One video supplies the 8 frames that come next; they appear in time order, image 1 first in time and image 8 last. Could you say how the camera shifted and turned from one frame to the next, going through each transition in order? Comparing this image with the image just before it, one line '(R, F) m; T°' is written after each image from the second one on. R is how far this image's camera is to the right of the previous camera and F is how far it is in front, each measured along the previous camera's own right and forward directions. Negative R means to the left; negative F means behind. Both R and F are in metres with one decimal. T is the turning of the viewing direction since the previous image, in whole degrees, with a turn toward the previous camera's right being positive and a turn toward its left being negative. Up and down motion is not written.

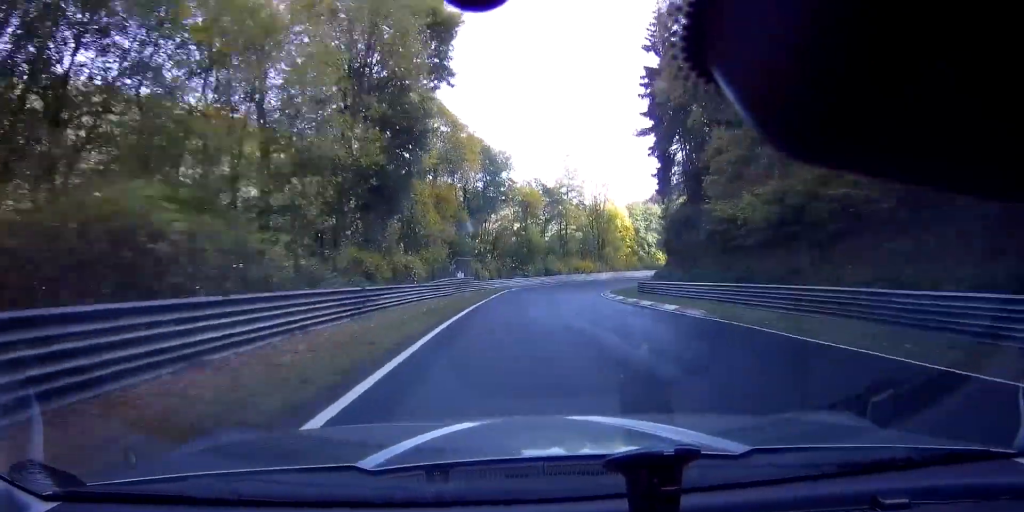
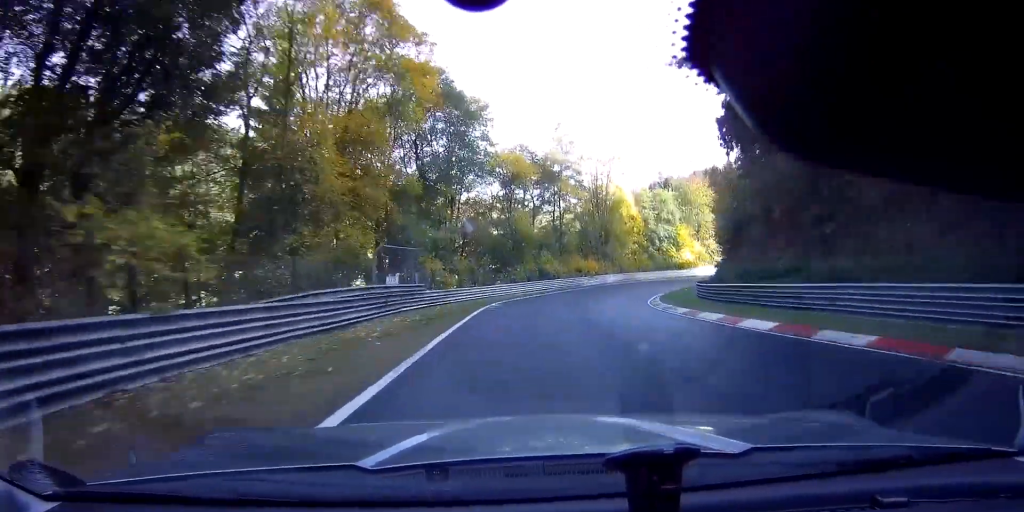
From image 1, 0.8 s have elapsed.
(+0.4, +21.9) m; +5°
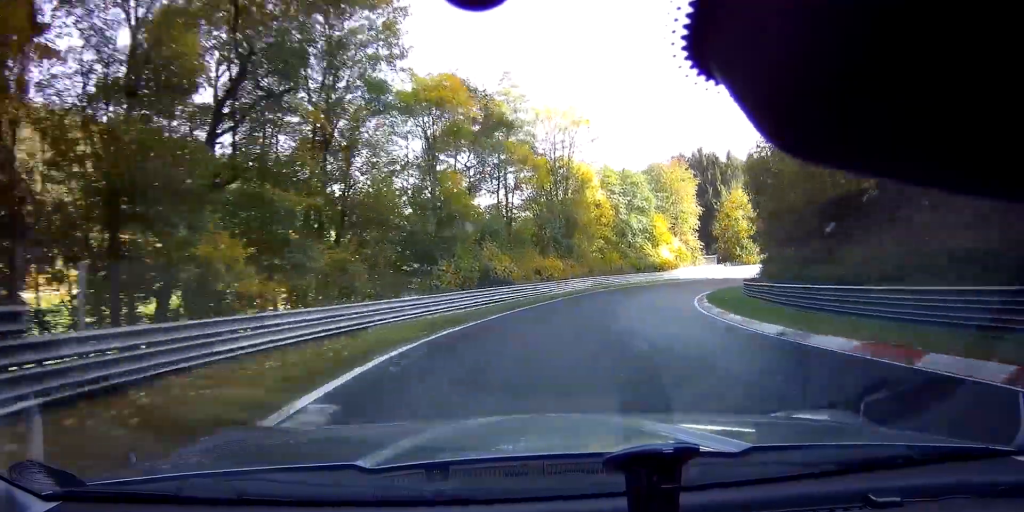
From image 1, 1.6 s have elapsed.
(+1.0, +21.4) m; +9°
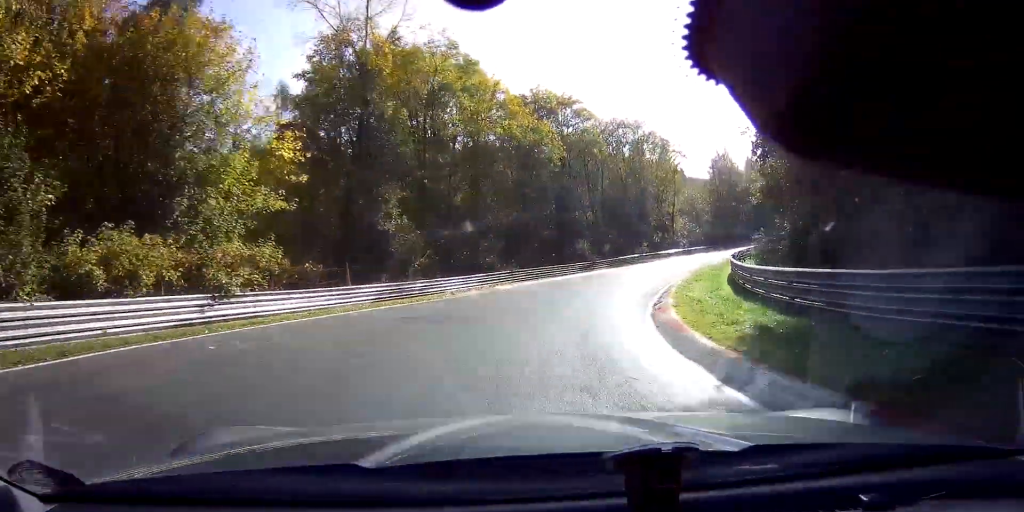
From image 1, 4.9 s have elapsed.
(+42.7, +49.6) m; +72°
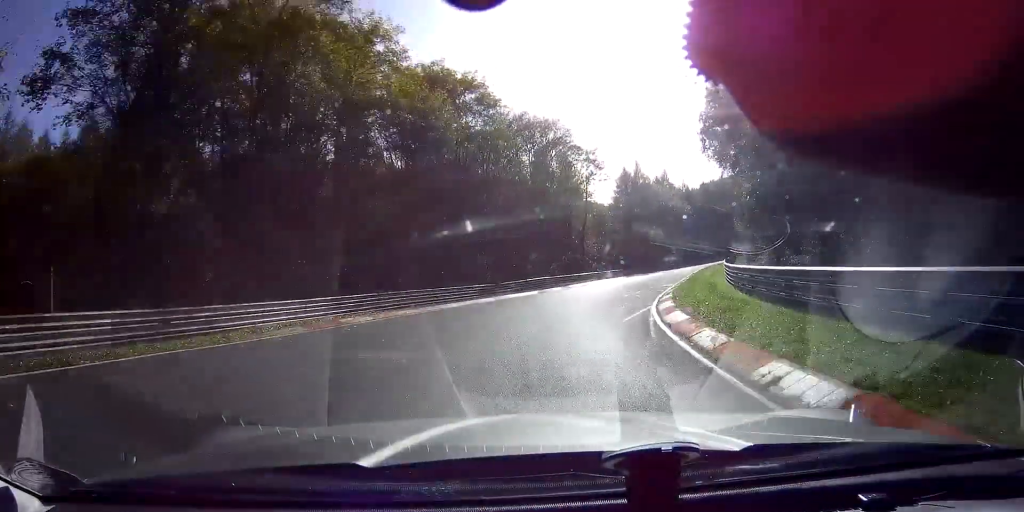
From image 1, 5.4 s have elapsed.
(+0.1, +11.9) m; 0°
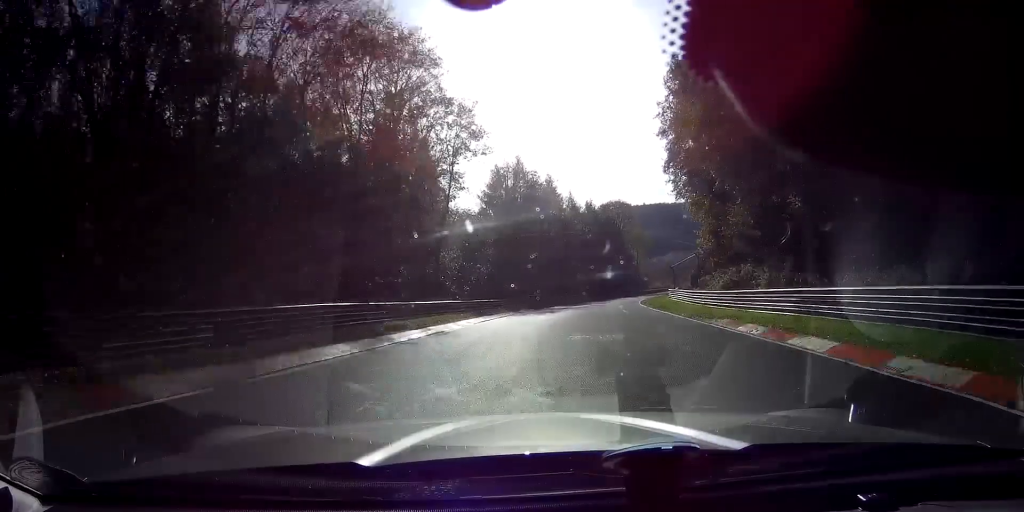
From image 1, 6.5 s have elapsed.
(+0.3, +27.2) m; +5°
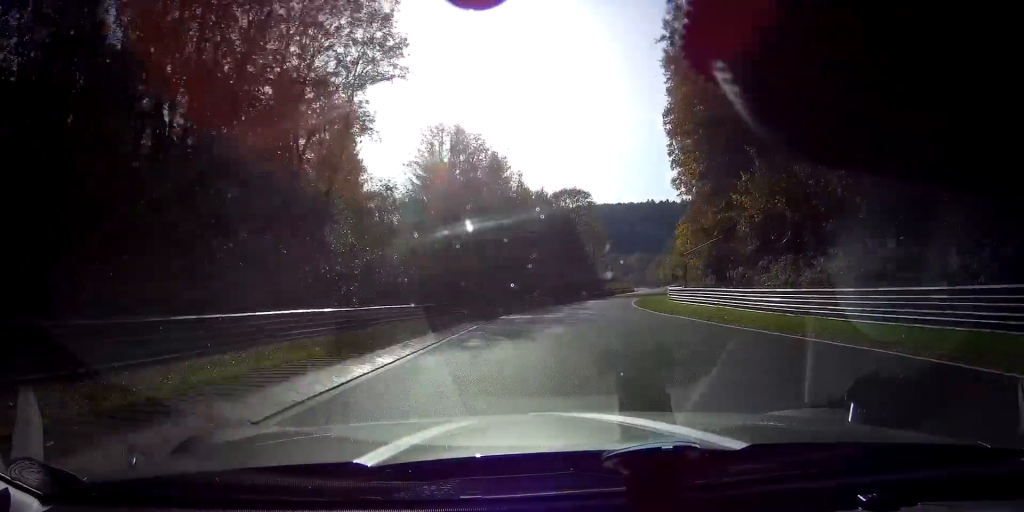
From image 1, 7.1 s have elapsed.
(-0.3, +15.9) m; +12°
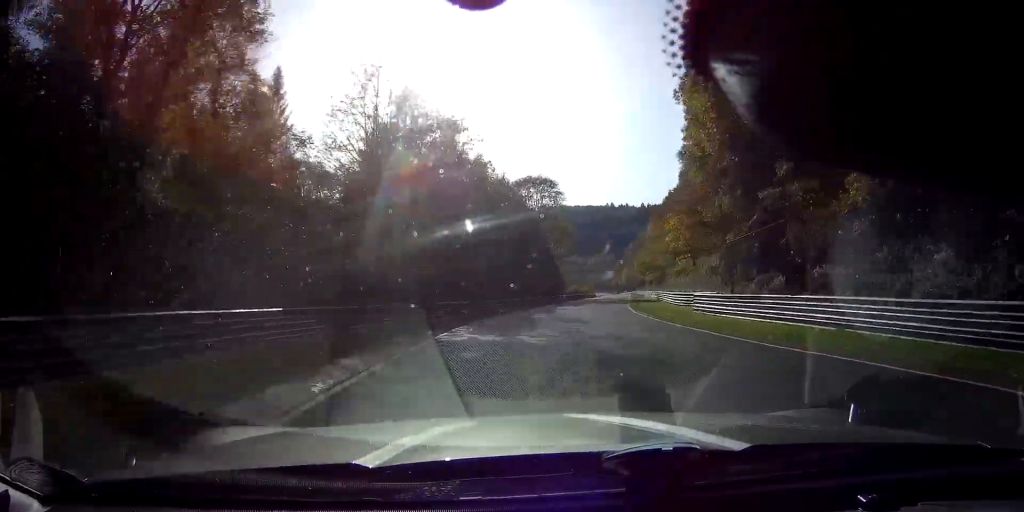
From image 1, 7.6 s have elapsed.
(+1.4, +11.8) m; +9°
